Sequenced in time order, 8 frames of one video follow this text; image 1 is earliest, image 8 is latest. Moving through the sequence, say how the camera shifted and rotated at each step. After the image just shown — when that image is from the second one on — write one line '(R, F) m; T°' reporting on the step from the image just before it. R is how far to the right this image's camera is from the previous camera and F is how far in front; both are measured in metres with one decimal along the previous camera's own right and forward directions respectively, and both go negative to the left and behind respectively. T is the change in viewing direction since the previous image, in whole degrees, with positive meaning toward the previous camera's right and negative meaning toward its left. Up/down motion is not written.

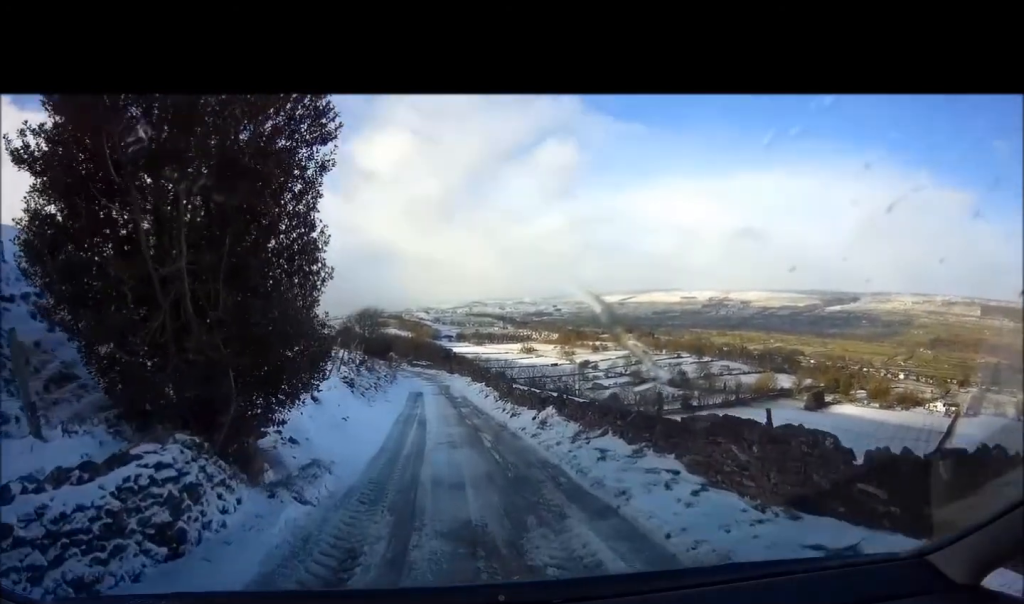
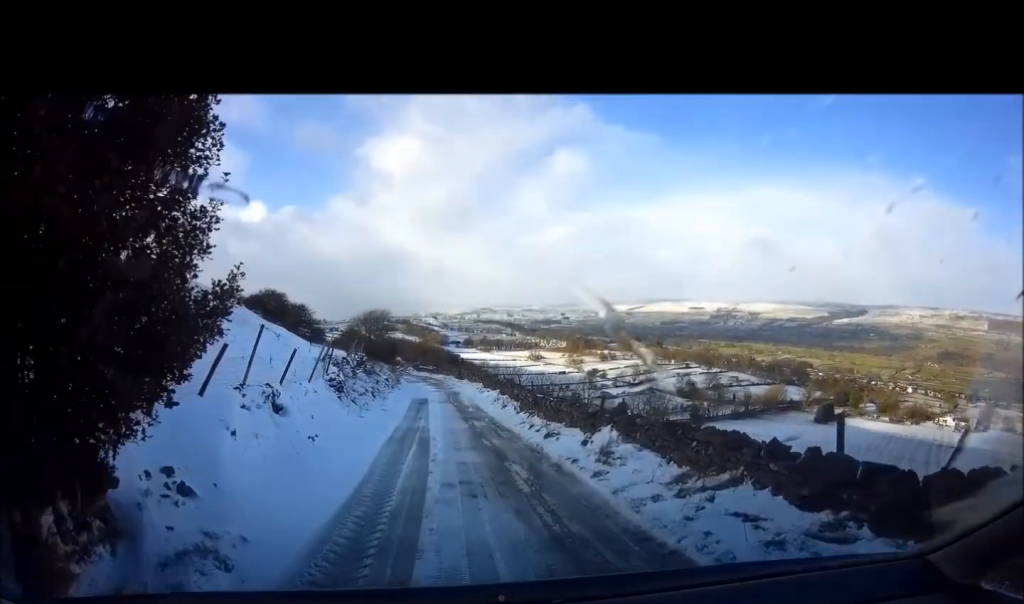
(+0.1, +4.2) m; -5°
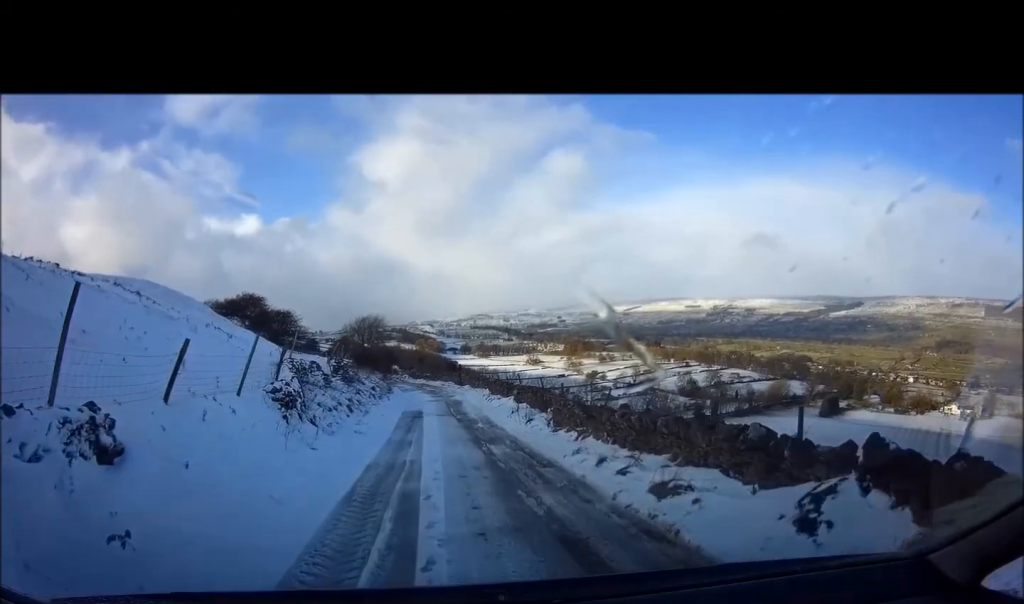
(-0.1, +6.2) m; 0°
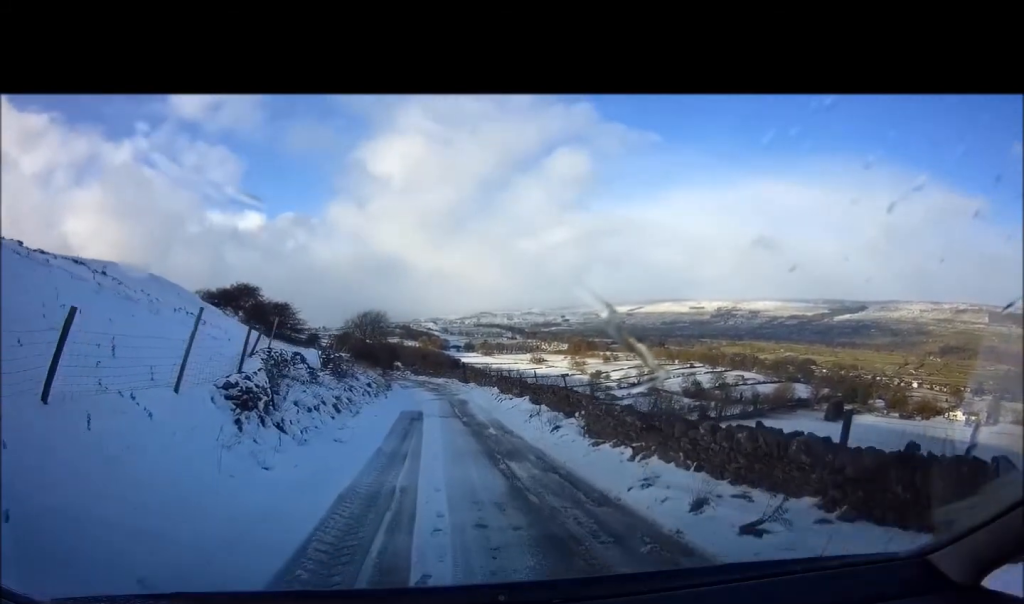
(-0.1, +2.9) m; -1°
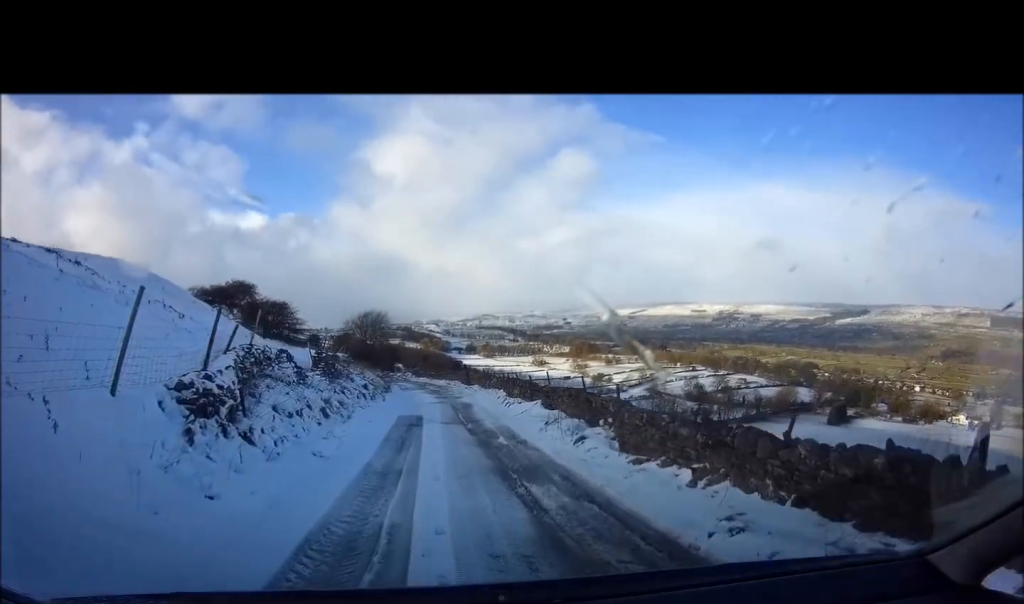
(-0.1, +1.8) m; 0°
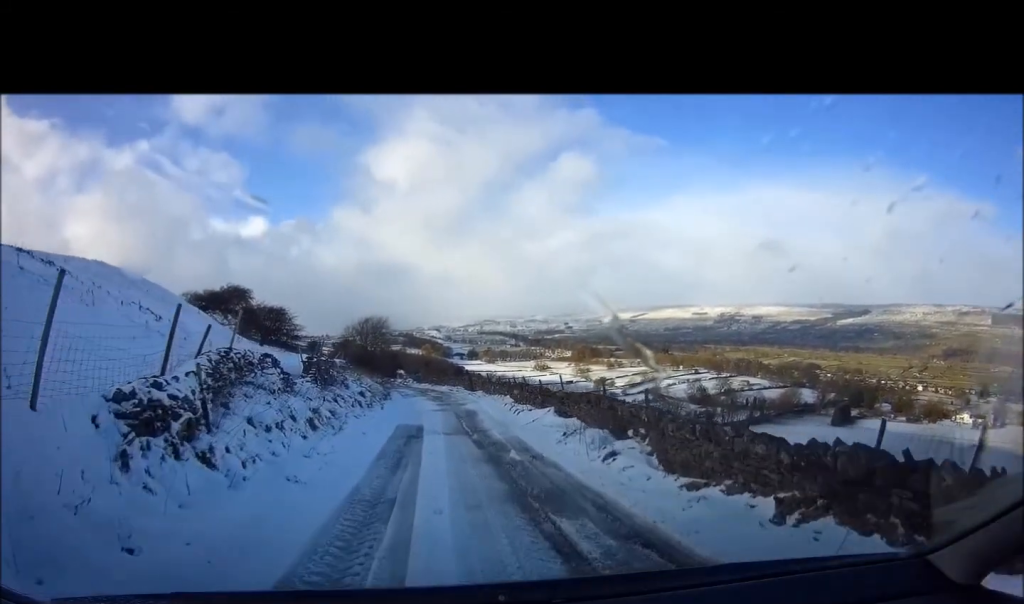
(+0.2, +1.8) m; 0°
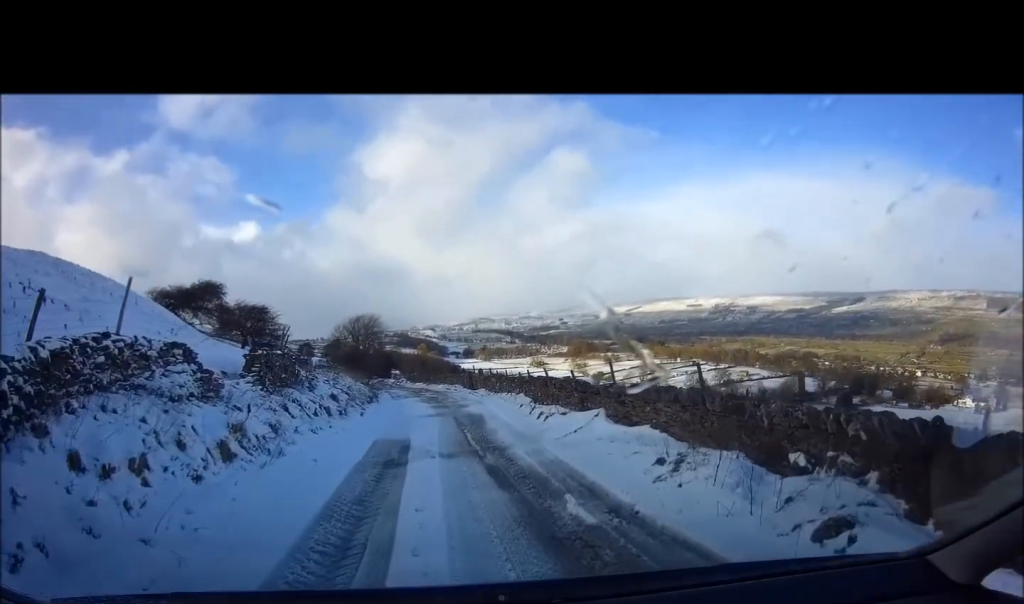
(-0.2, +5.2) m; +1°
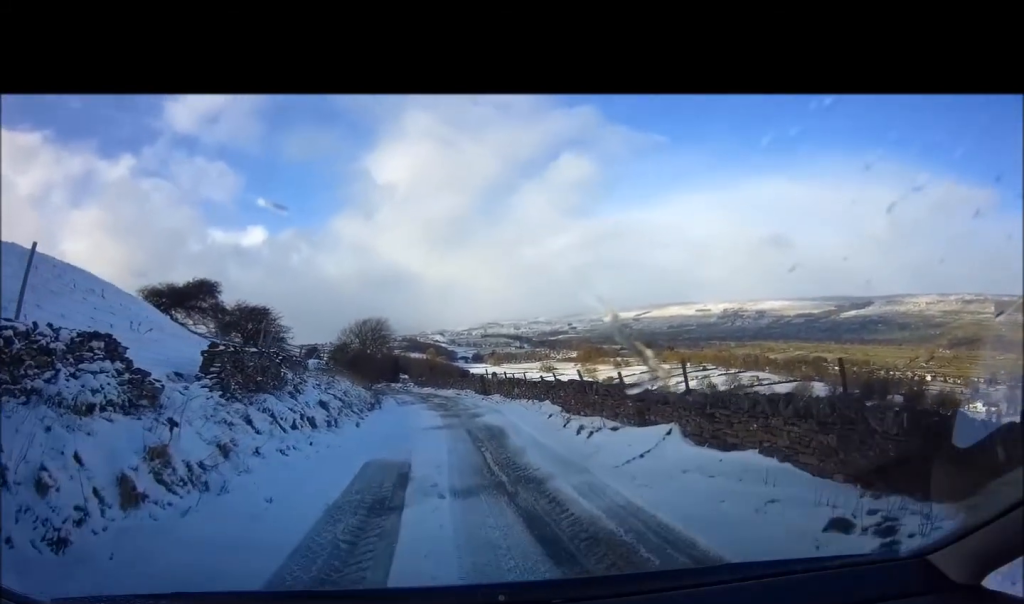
(+0.4, +3.1) m; 0°
